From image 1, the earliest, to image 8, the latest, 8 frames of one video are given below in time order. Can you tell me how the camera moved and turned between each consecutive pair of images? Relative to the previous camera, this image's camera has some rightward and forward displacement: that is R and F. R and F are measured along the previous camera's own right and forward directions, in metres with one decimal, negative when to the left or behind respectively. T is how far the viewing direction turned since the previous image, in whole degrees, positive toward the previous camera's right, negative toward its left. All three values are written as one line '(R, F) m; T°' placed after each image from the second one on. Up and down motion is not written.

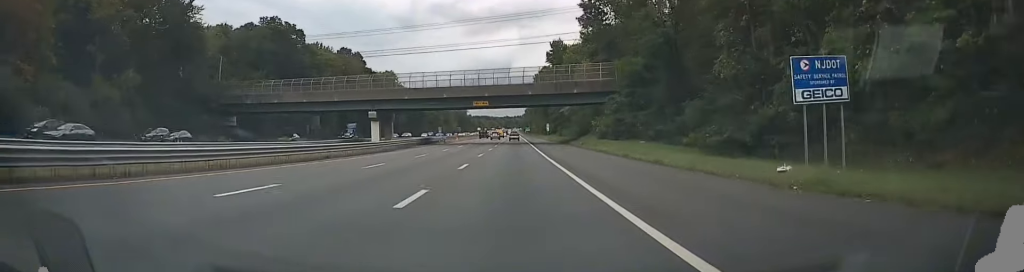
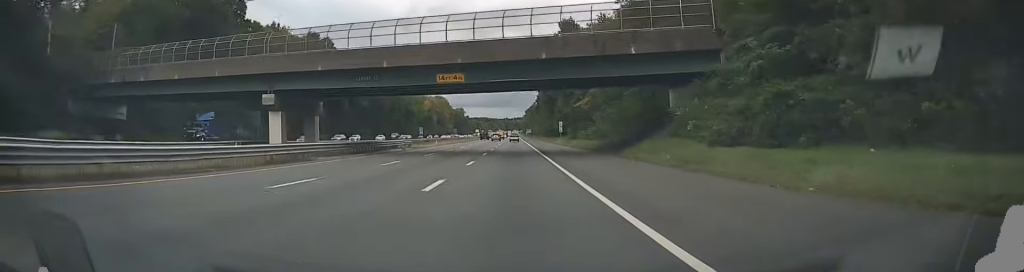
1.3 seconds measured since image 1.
(-0.3, +34.2) m; -1°
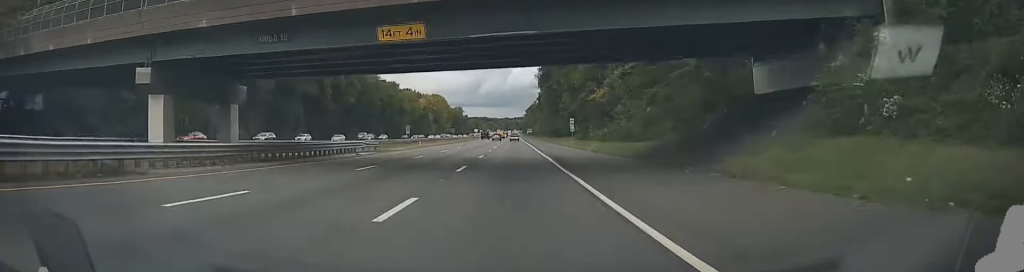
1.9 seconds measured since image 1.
(-0.1, +16.5) m; 0°
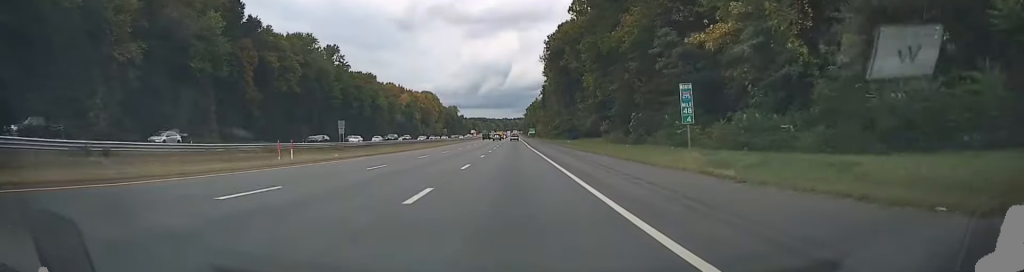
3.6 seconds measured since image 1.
(+0.8, +46.4) m; 0°
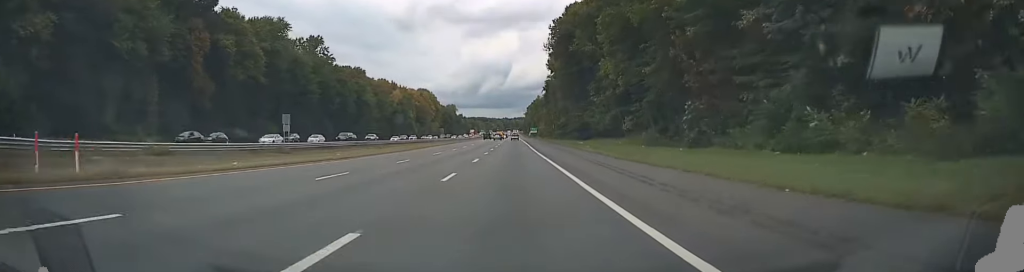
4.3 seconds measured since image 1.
(-0.3, +19.2) m; 0°
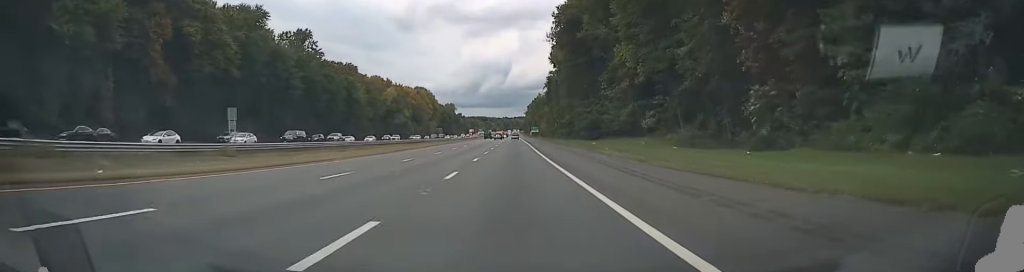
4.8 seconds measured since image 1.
(-0.2, +11.6) m; 0°
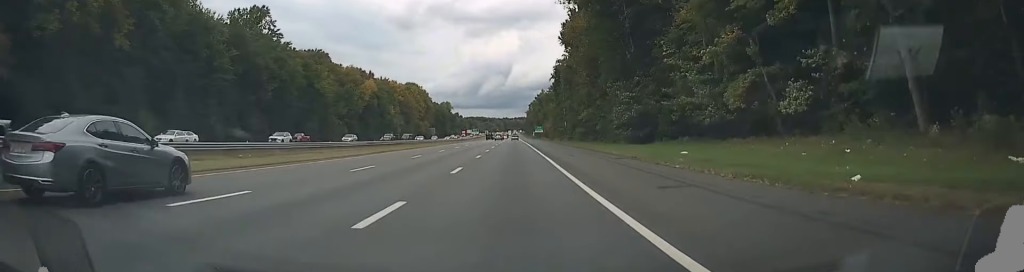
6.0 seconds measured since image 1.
(+0.2, +33.6) m; 0°
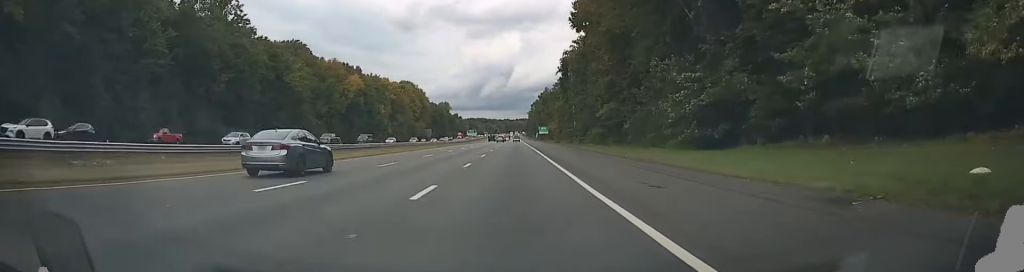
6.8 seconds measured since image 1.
(-0.2, +20.7) m; 0°
